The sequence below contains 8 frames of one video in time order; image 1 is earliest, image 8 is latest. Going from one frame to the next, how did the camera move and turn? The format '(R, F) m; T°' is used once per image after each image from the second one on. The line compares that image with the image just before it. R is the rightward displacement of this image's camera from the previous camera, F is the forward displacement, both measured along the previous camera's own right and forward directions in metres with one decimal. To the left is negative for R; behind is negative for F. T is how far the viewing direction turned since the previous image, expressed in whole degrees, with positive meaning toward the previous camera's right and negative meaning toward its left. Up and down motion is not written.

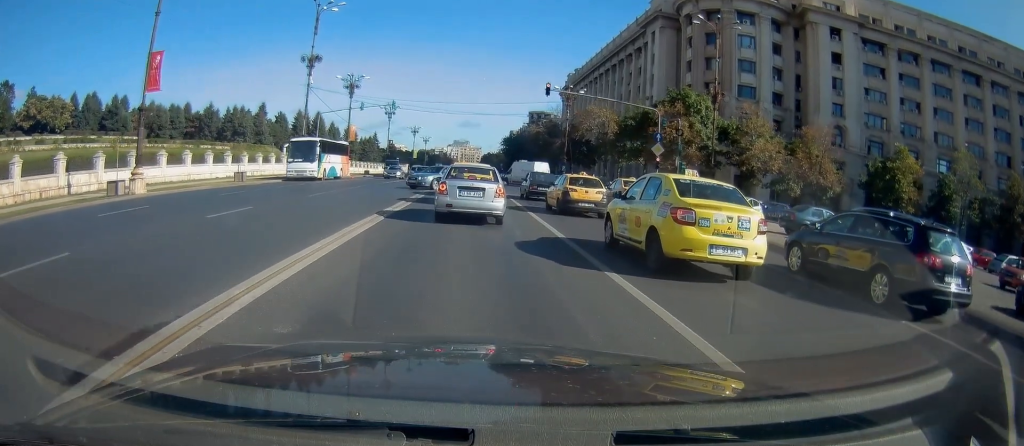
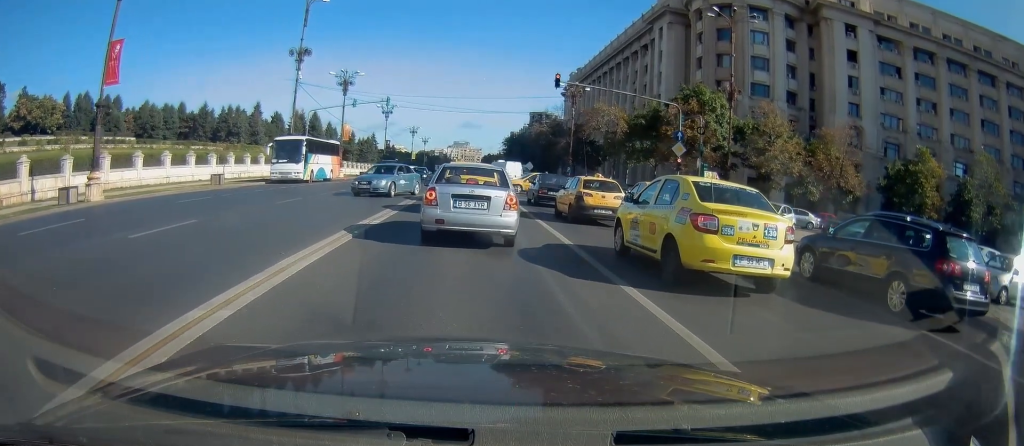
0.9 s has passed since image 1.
(-0.1, +4.8) m; 0°
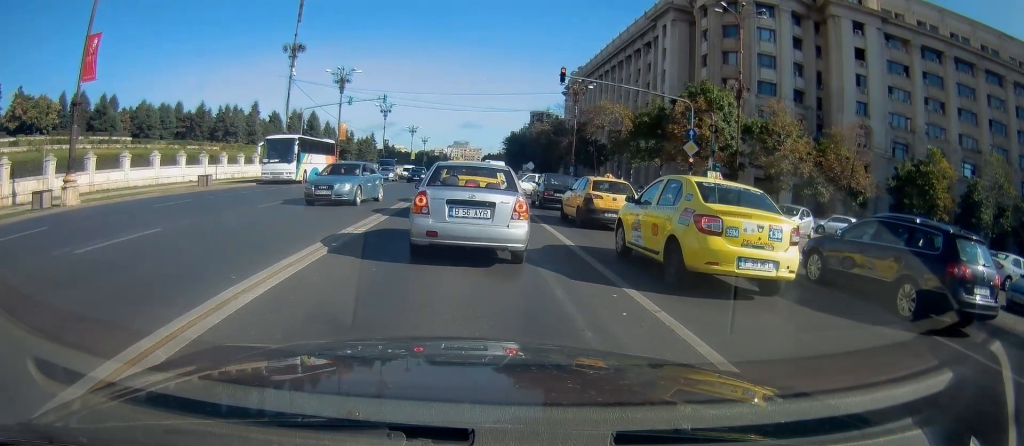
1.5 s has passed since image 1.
(0.0, +2.4) m; +2°
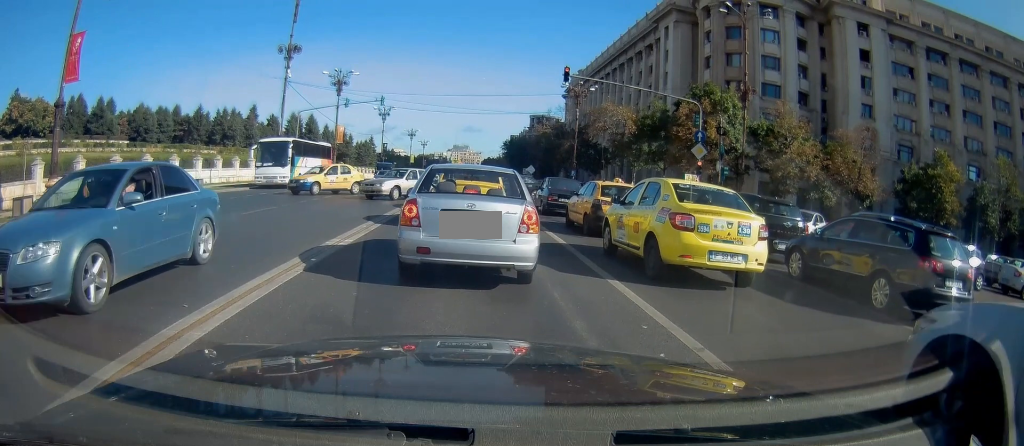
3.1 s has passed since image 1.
(+0.2, +1.4) m; +1°
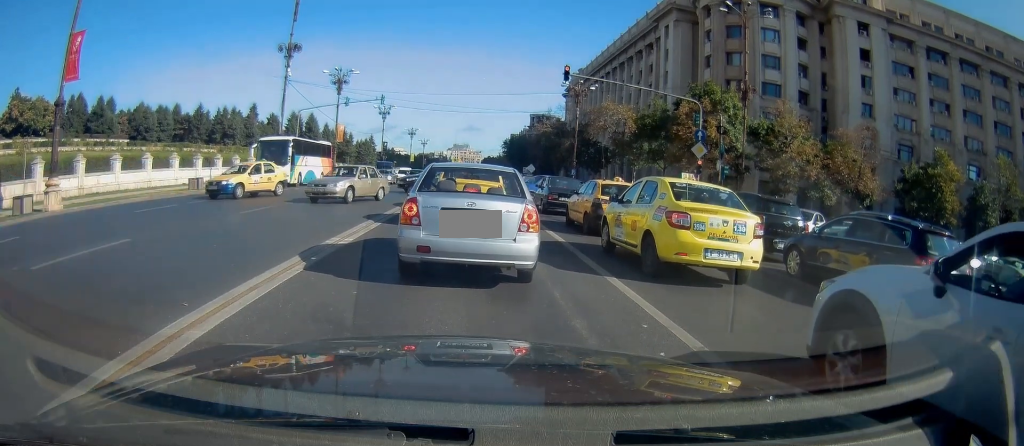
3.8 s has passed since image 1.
(0.0, 0.0) m; 0°
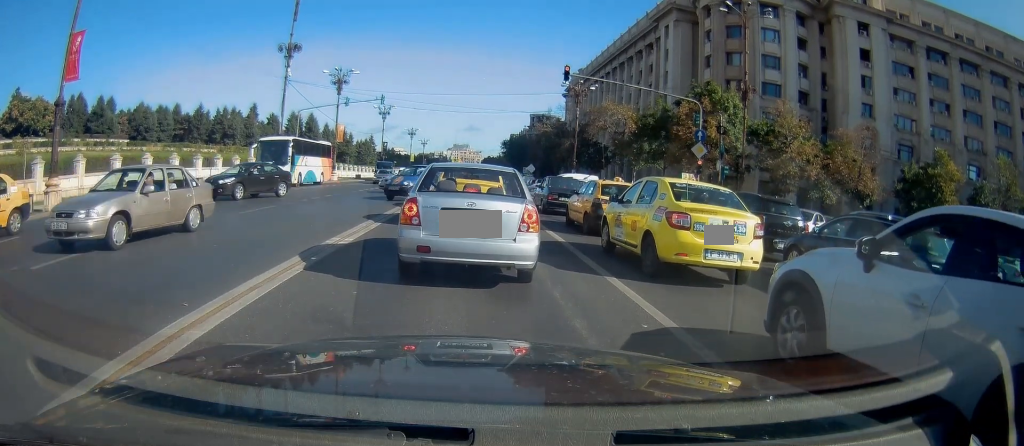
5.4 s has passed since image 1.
(0.0, 0.0) m; 0°
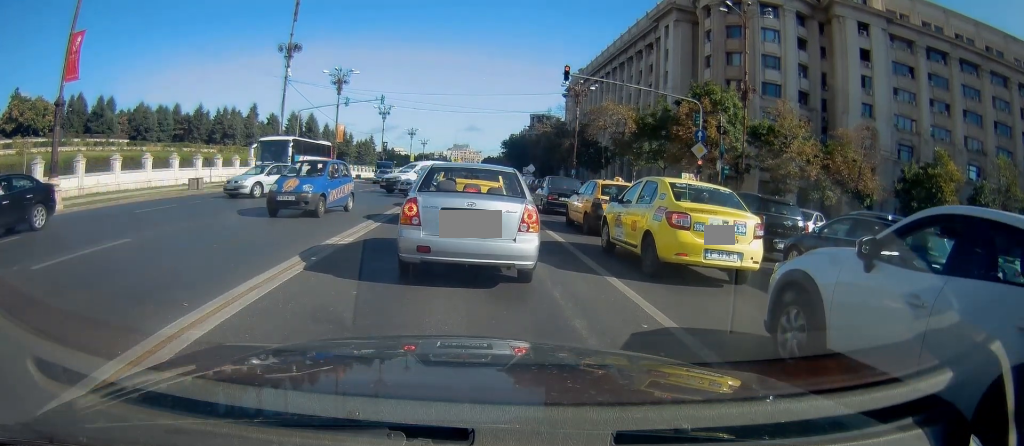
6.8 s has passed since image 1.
(0.0, 0.0) m; 0°
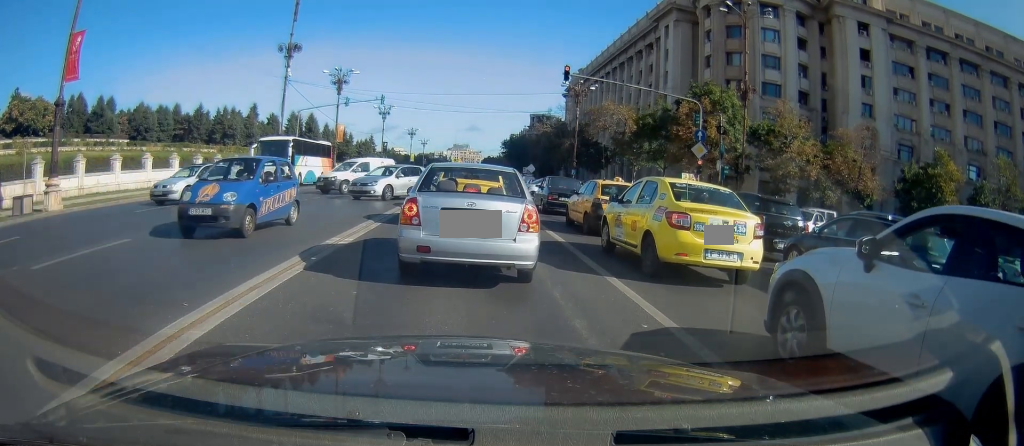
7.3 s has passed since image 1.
(0.0, 0.0) m; 0°
